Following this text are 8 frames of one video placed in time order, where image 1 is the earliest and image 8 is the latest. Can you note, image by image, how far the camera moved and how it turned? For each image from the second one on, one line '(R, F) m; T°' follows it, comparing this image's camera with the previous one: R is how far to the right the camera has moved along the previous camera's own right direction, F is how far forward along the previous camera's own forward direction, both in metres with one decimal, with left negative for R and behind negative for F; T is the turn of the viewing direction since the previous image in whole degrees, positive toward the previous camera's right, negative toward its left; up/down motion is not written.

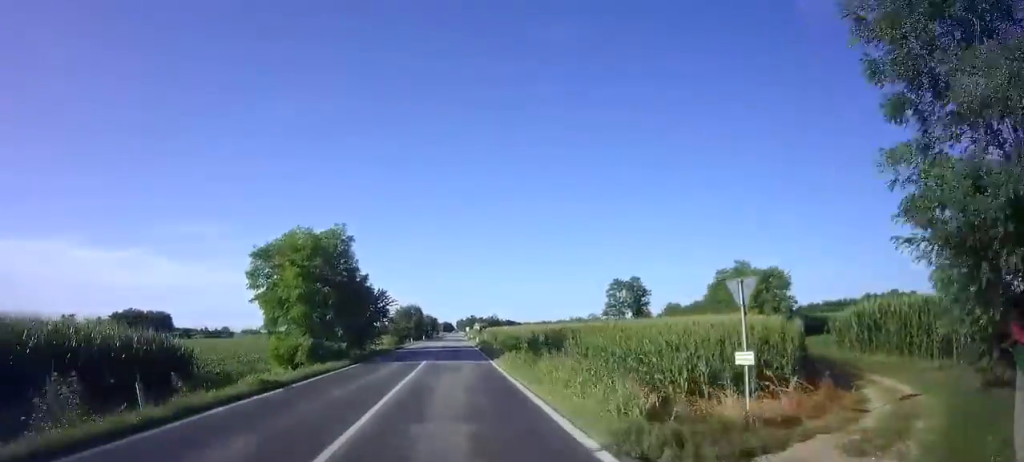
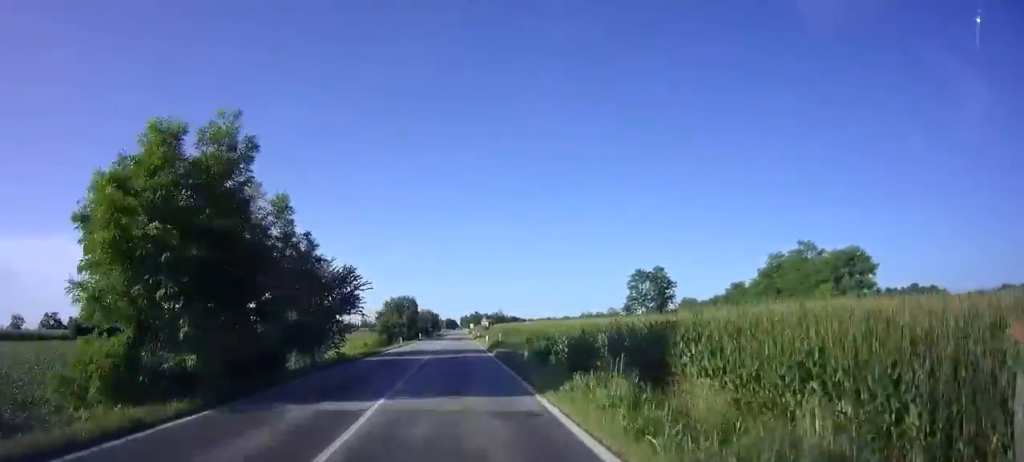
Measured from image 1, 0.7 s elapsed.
(0.0, +14.1) m; 0°
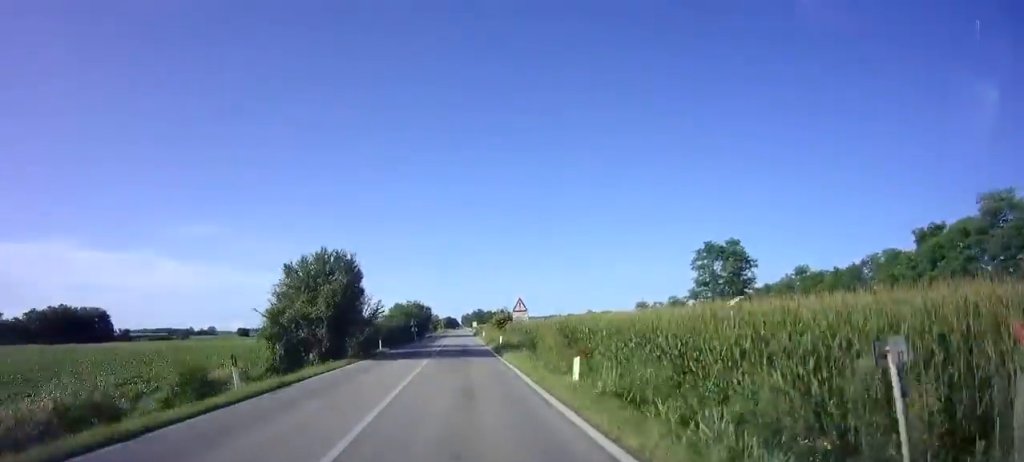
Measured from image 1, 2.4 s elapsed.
(-0.3, +35.0) m; 0°
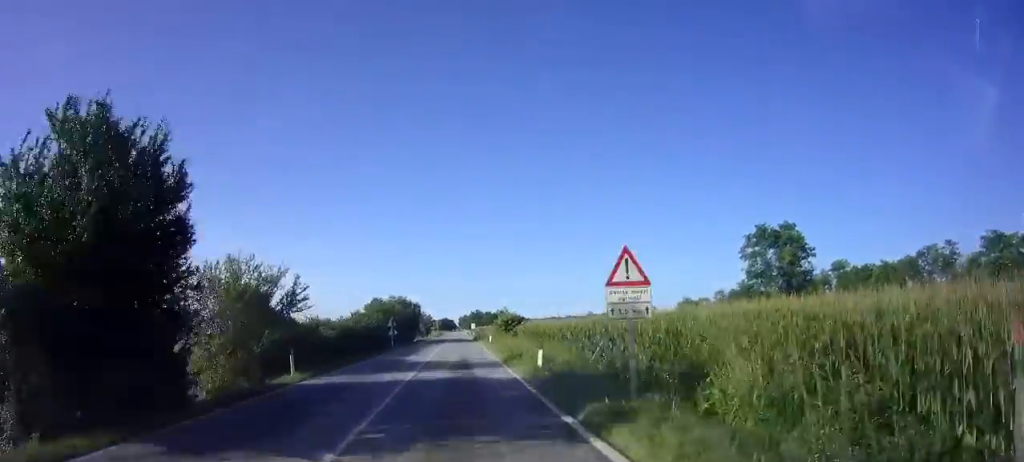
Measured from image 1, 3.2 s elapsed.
(+0.1, +18.3) m; 0°
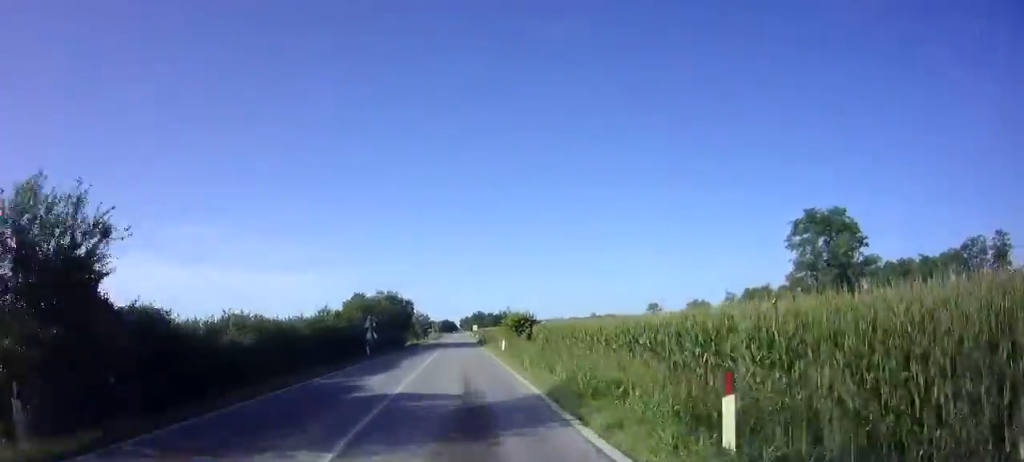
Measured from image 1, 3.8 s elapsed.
(0.0, +11.3) m; 0°
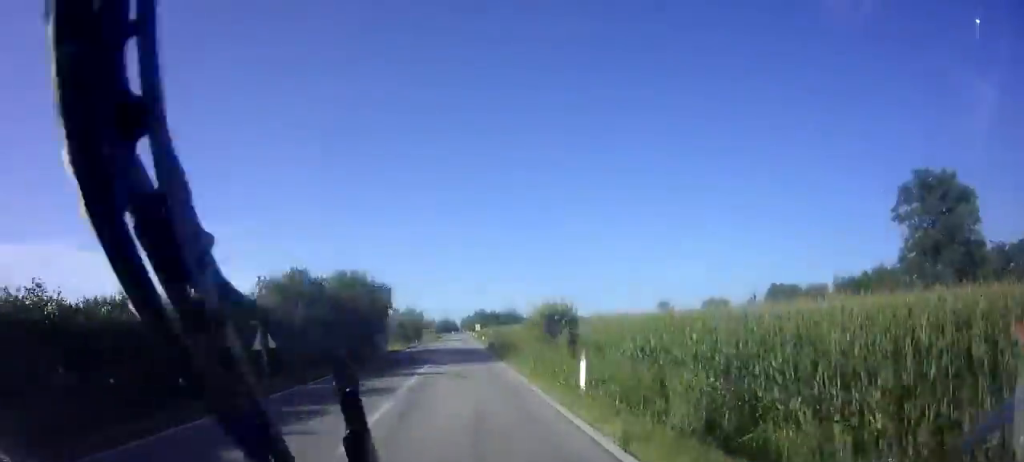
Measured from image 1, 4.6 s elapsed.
(0.0, +18.6) m; 0°
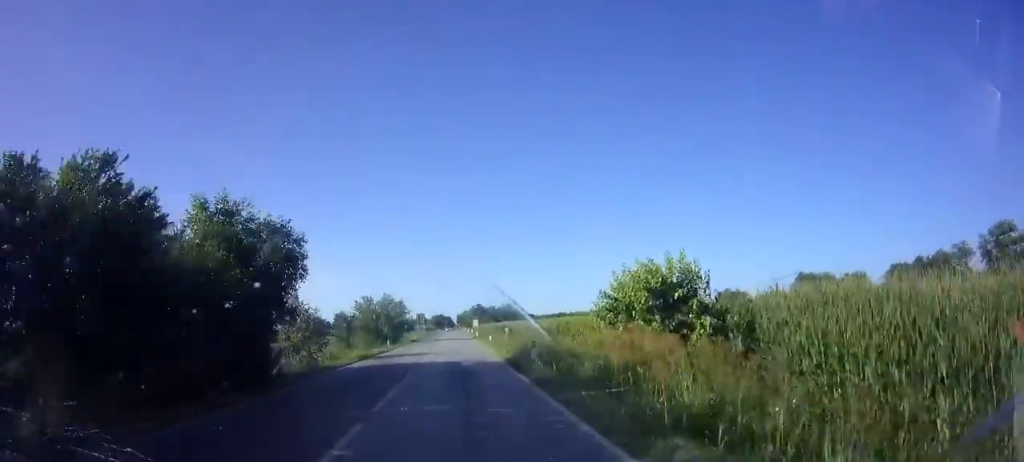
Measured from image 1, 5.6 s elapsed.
(0.0, +20.3) m; 0°
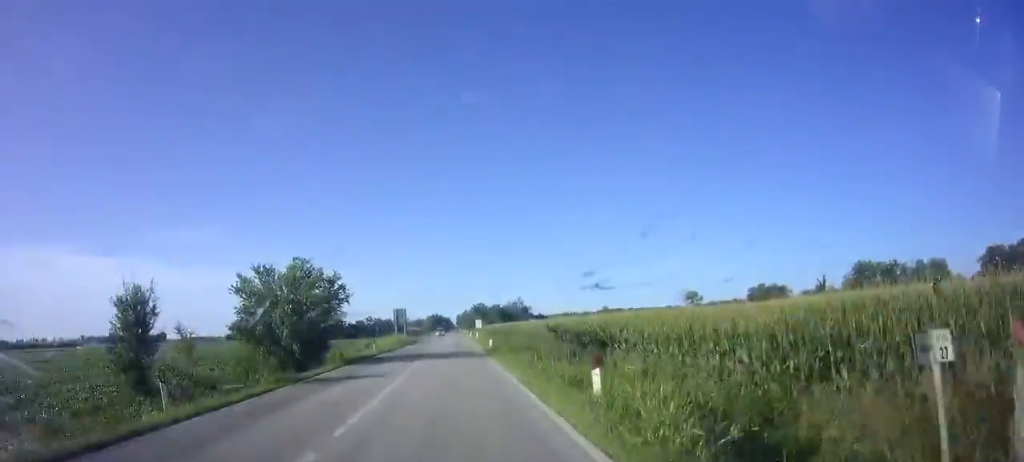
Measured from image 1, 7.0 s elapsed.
(0.0, +31.0) m; 0°
